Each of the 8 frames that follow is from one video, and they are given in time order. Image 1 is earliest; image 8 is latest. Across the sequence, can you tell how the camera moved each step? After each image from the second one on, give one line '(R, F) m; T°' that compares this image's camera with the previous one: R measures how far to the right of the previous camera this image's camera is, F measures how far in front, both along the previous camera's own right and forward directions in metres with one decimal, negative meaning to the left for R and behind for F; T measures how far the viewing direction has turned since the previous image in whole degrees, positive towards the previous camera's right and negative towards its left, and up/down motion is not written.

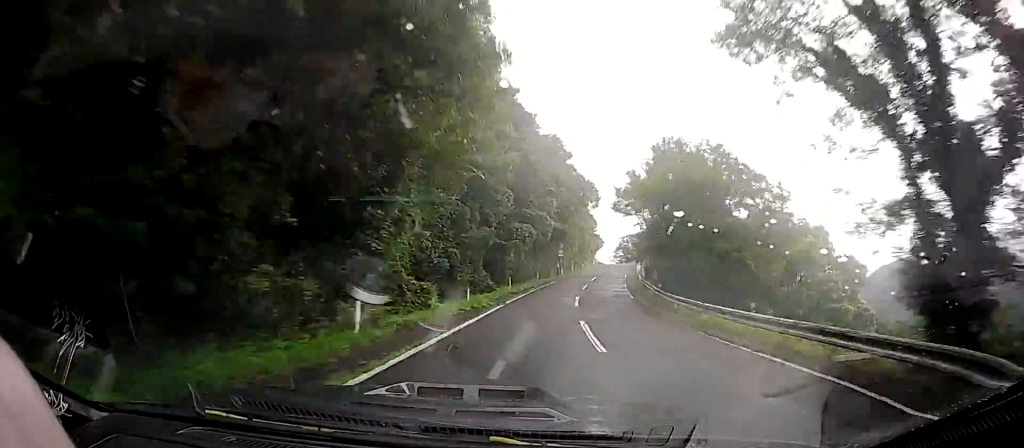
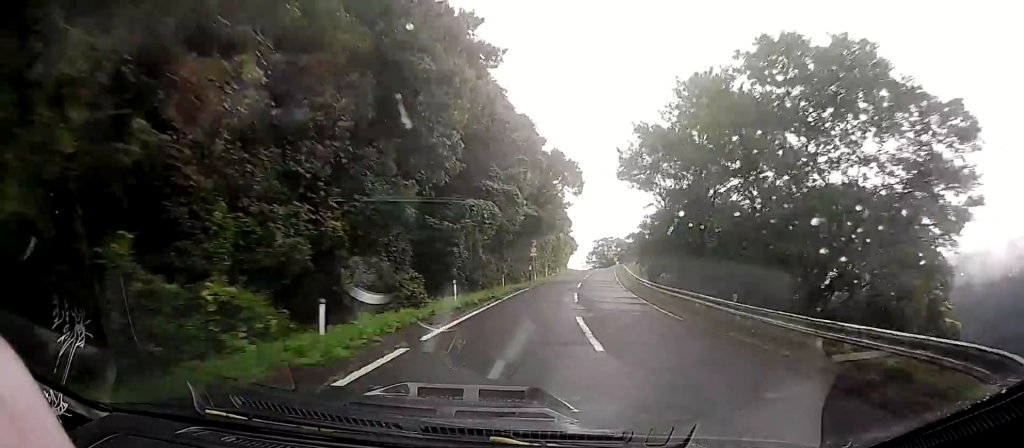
(0.0, +10.5) m; 0°
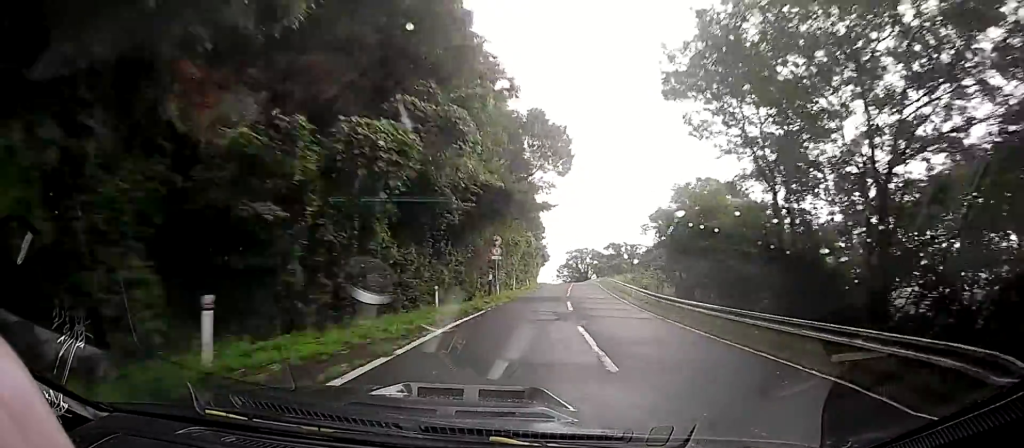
(0.0, +11.6) m; 0°
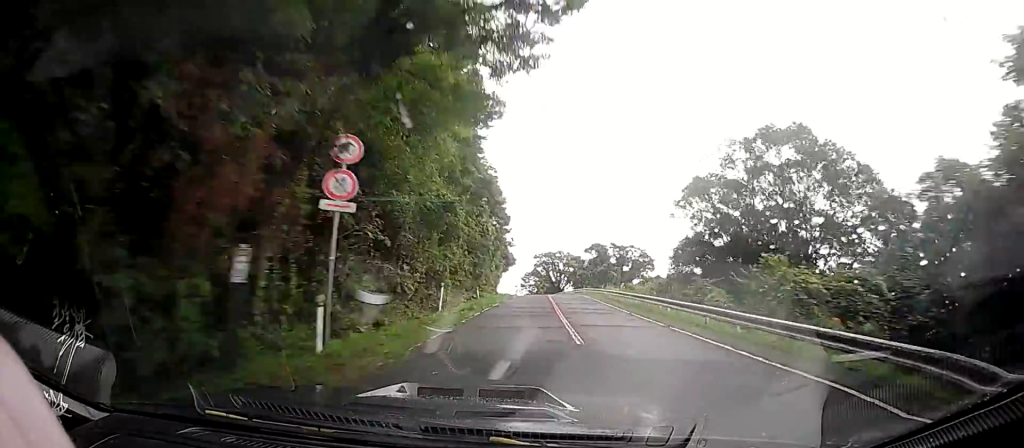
(0.0, +18.3) m; 0°
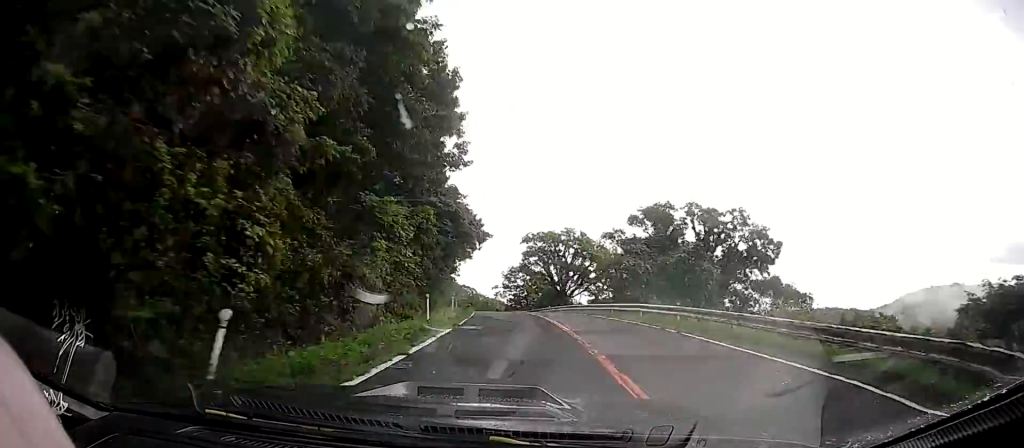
(0.0, +33.3) m; 0°
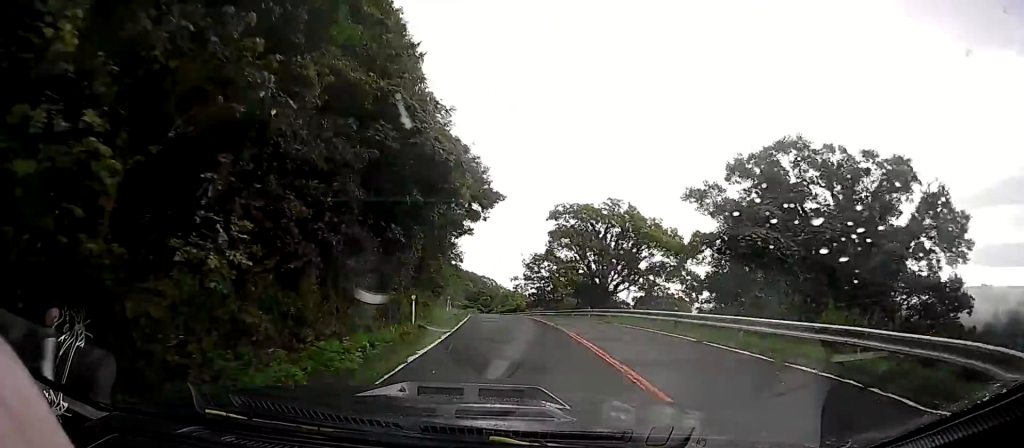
(0.0, +12.3) m; -2°
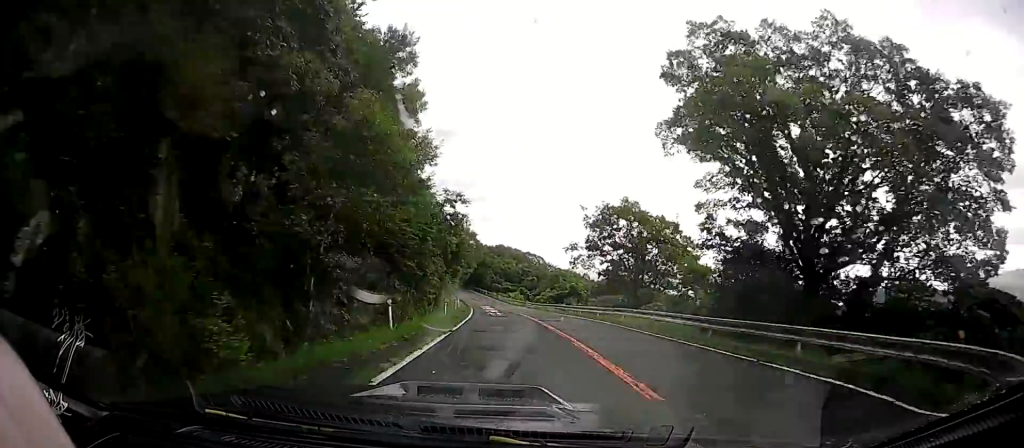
(-0.5, +21.1) m; -11°
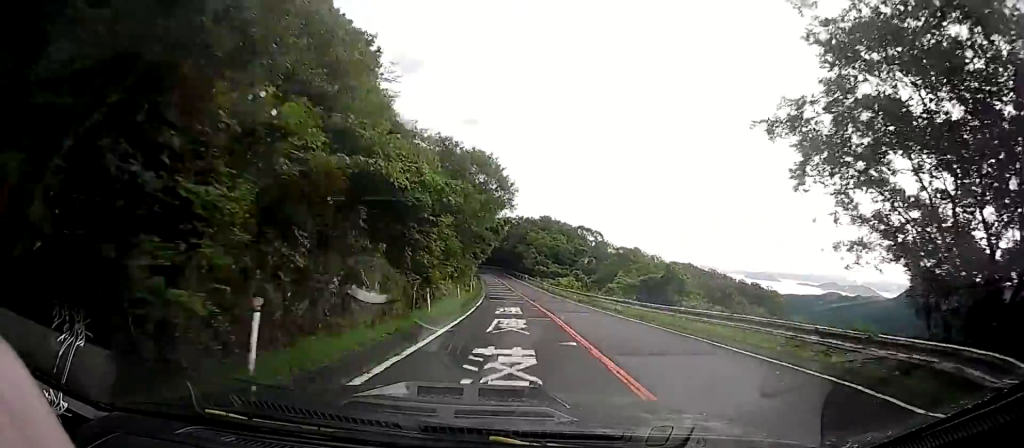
(-4.0, +22.5) m; -11°
